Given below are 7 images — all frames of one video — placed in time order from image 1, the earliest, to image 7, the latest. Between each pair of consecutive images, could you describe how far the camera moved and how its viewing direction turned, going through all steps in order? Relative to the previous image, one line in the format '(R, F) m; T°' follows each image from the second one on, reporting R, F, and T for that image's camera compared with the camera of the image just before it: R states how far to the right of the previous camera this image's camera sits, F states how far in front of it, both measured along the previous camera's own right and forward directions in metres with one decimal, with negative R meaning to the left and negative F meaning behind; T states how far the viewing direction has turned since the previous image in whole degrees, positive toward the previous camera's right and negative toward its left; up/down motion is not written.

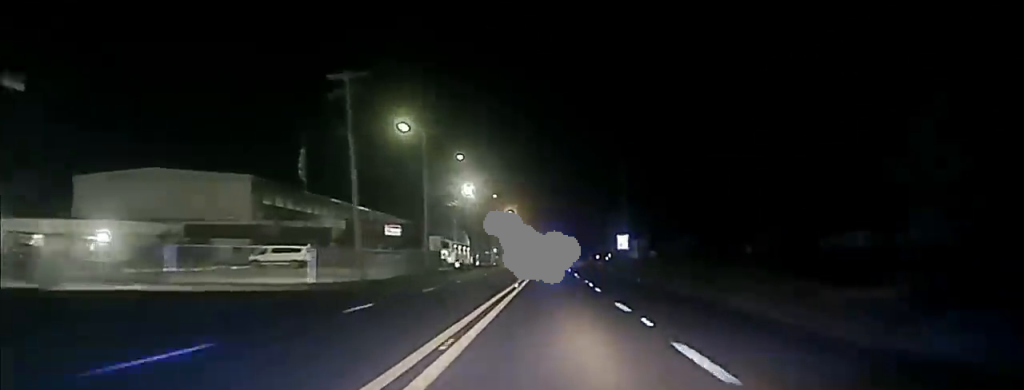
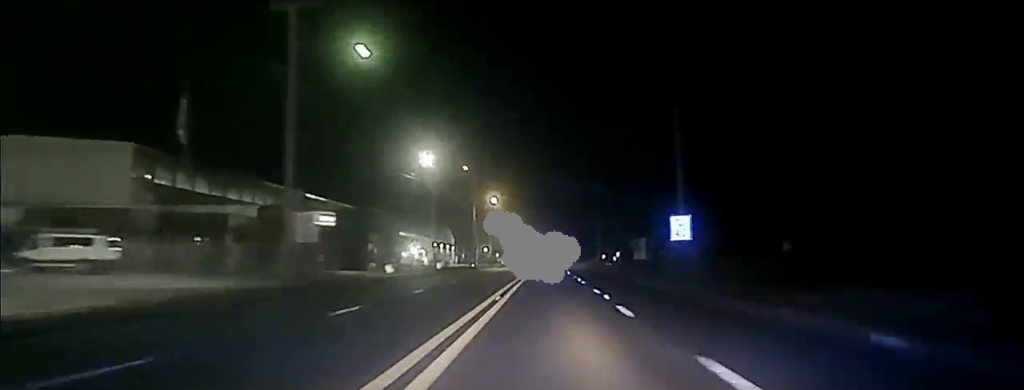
(0.0, +36.7) m; 0°
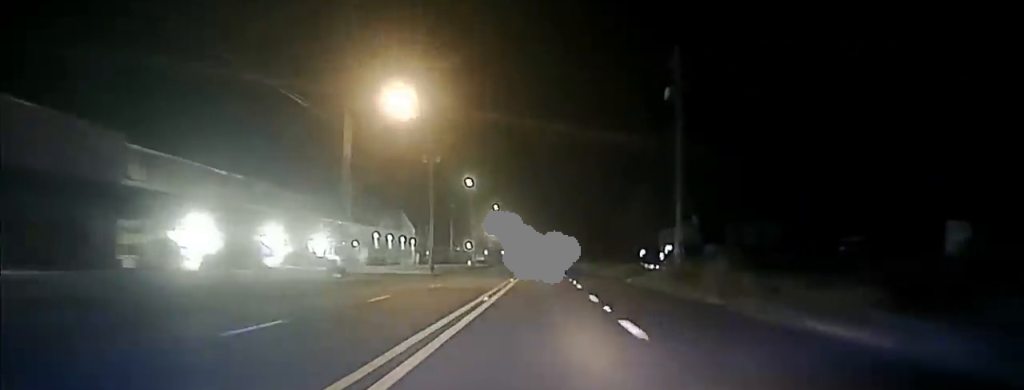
(0.0, +76.0) m; 0°
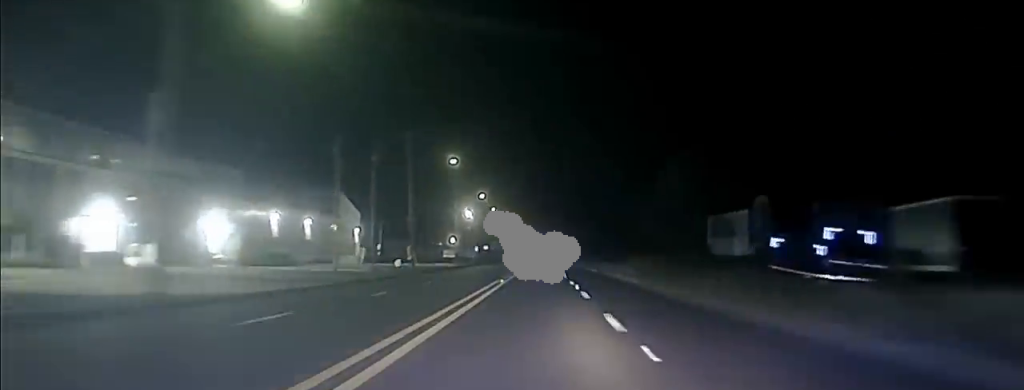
(0.0, +57.4) m; 0°
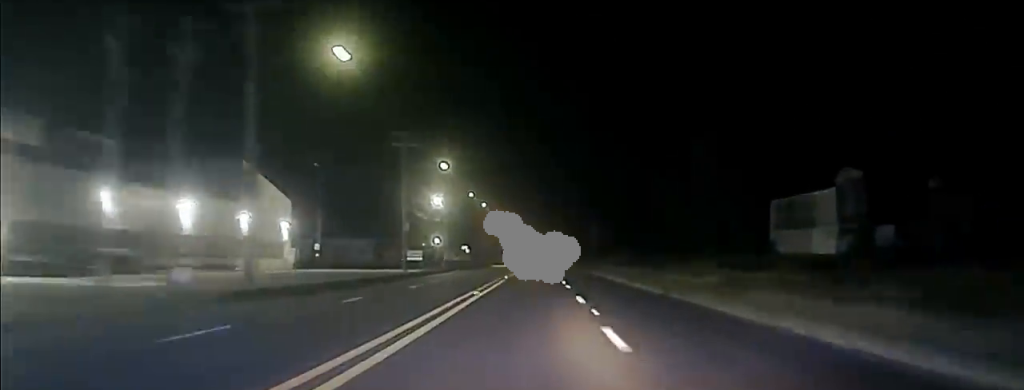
(0.0, +41.2) m; 0°
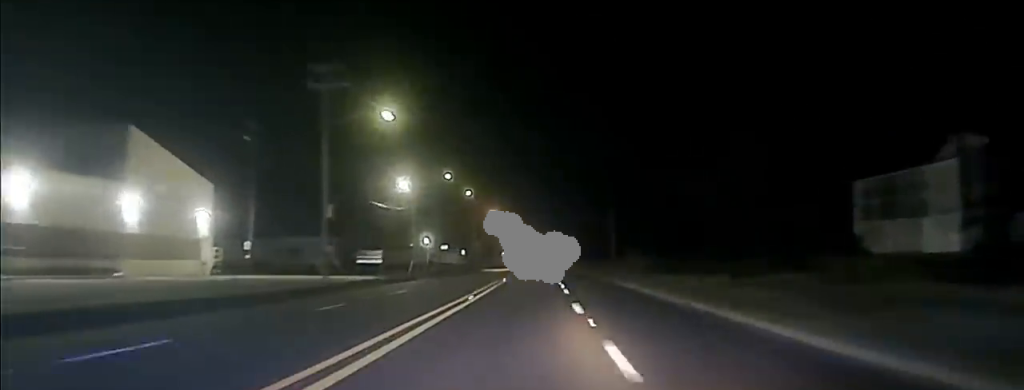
(0.0, +26.9) m; 0°
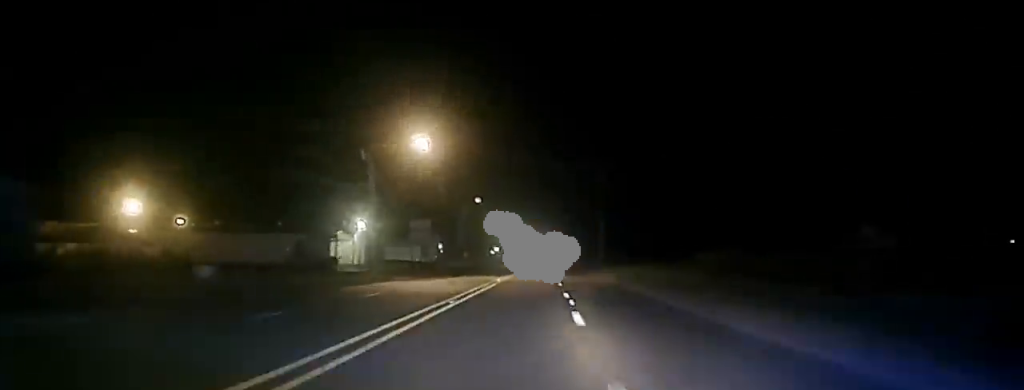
(-0.9, +89.0) m; -1°
